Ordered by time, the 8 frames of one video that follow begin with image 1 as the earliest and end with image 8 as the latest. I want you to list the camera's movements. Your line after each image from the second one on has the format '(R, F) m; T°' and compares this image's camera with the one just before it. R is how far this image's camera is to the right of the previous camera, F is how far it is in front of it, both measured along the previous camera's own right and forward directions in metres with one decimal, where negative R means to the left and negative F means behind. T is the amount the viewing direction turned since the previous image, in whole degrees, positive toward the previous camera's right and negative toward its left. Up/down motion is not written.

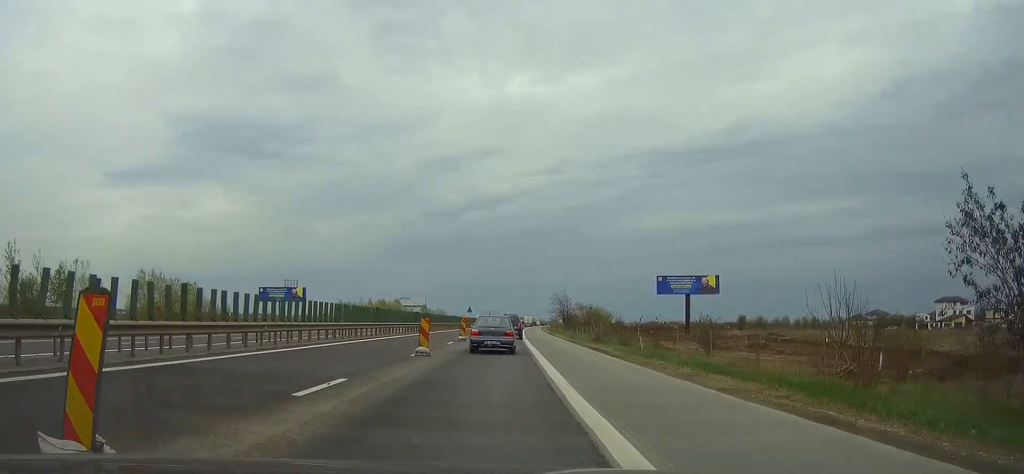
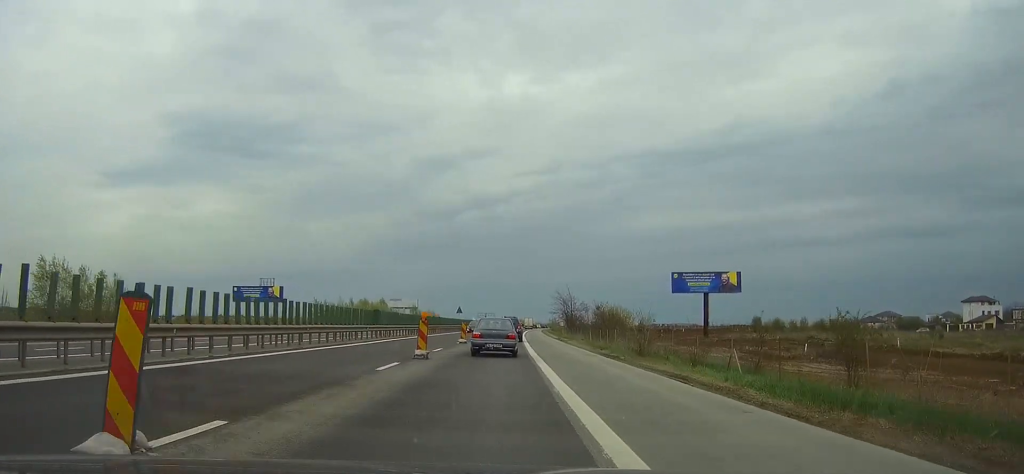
(+0.1, +17.8) m; +1°
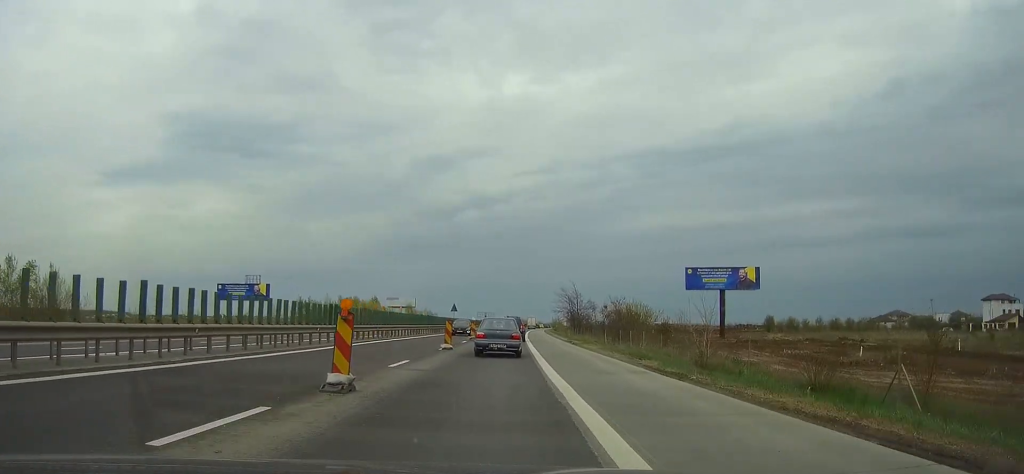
(0.0, +10.8) m; 0°
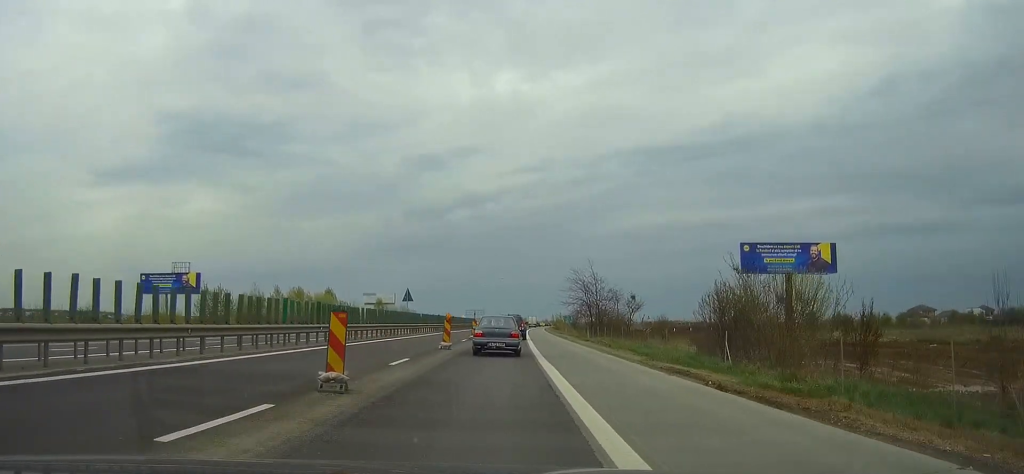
(+0.2, +36.2) m; 0°
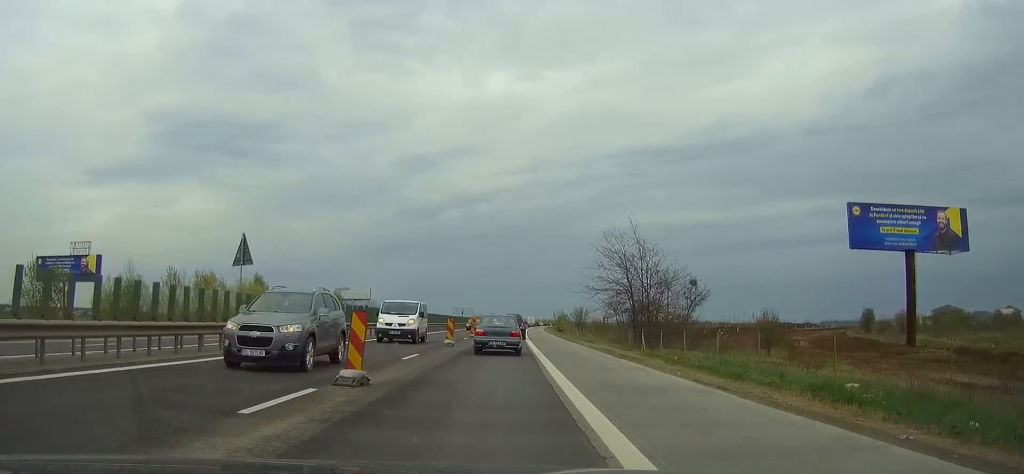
(0.0, +34.5) m; 0°
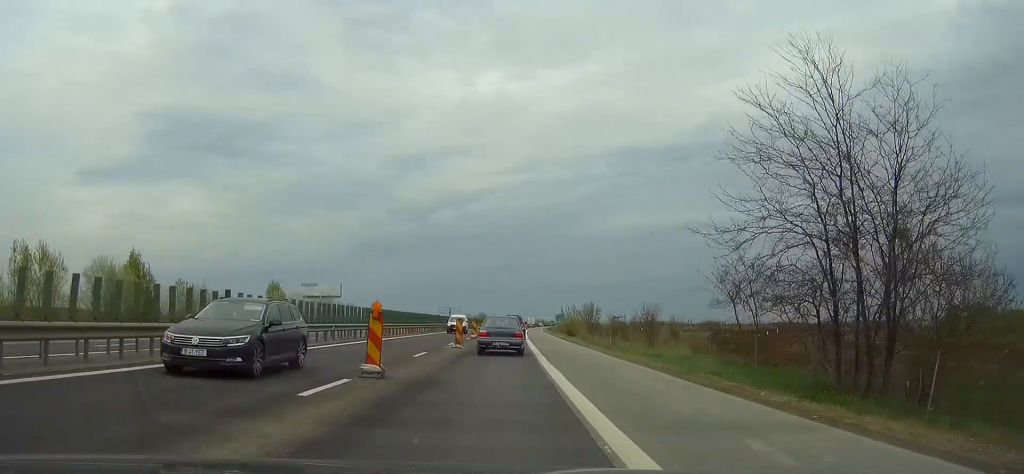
(+0.2, +34.3) m; +1°
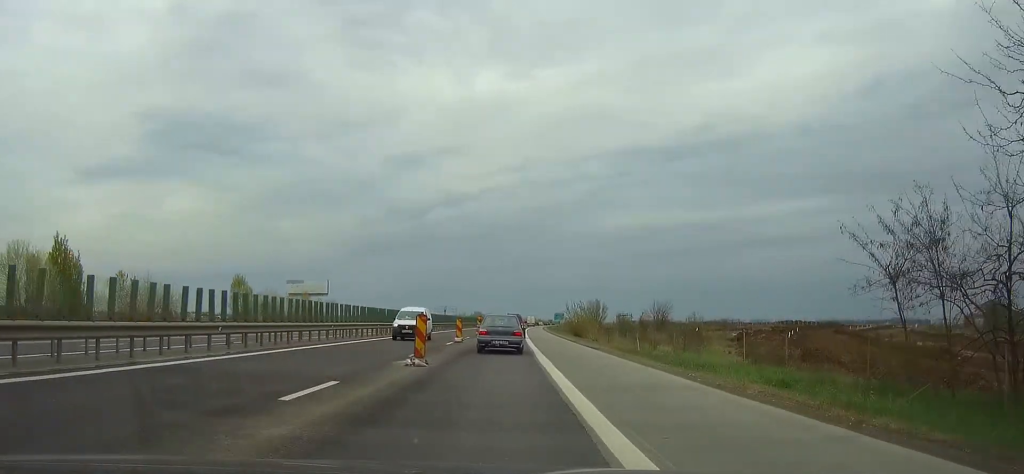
(+0.1, +13.0) m; 0°
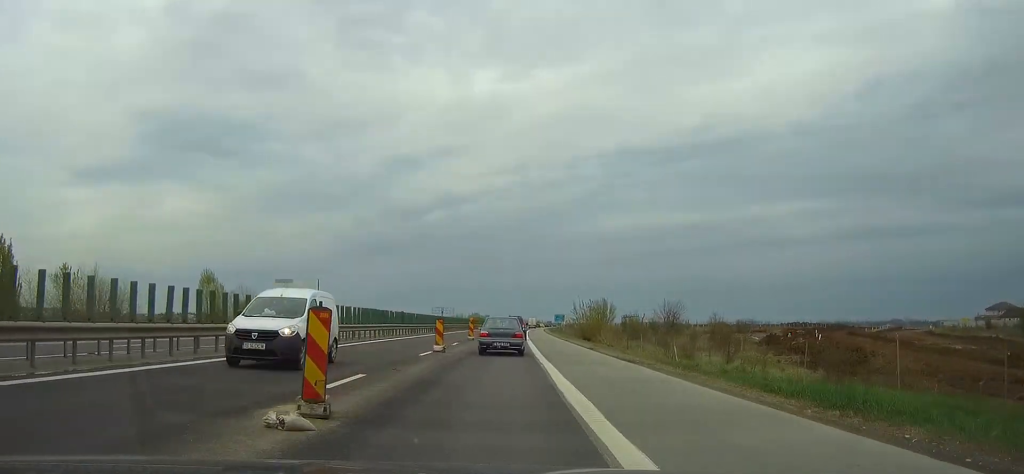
(0.0, +9.9) m; 0°
